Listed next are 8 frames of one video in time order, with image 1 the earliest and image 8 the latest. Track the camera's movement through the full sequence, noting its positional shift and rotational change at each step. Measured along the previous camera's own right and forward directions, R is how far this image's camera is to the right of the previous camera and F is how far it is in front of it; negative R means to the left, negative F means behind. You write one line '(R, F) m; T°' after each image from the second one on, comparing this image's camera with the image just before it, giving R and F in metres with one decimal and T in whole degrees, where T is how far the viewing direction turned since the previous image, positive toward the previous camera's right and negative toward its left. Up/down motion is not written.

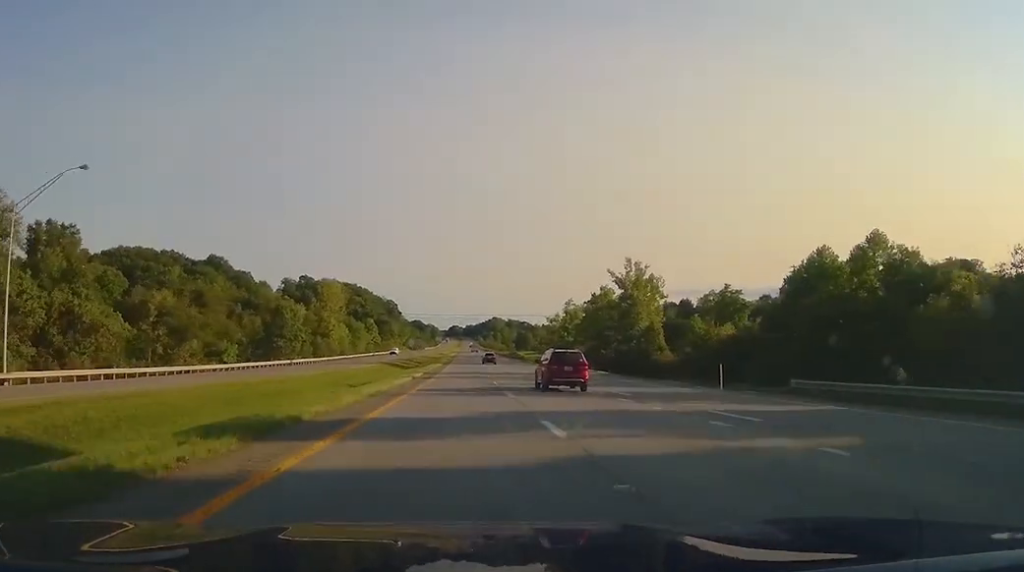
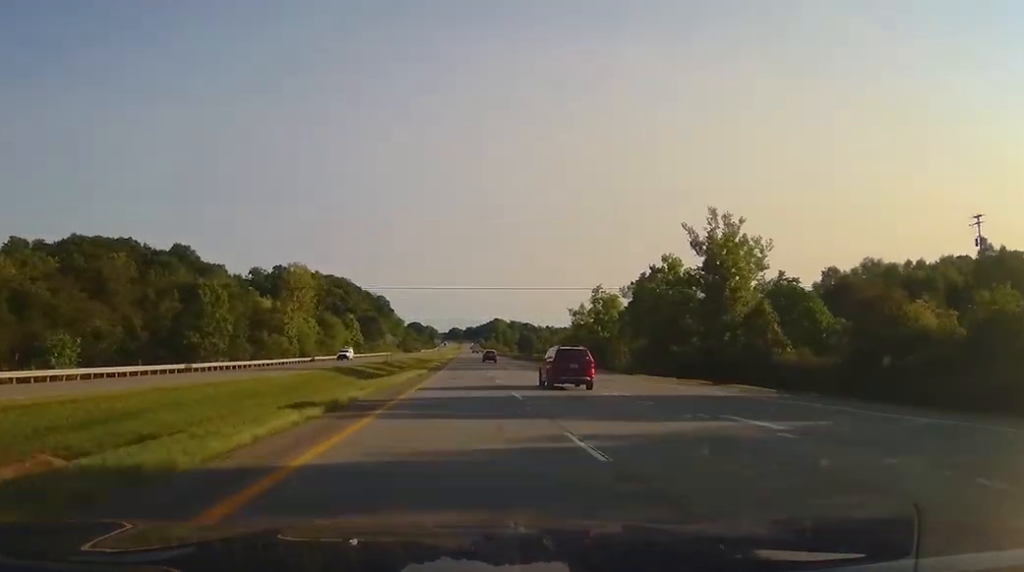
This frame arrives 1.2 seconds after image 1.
(-0.2, +39.5) m; -1°
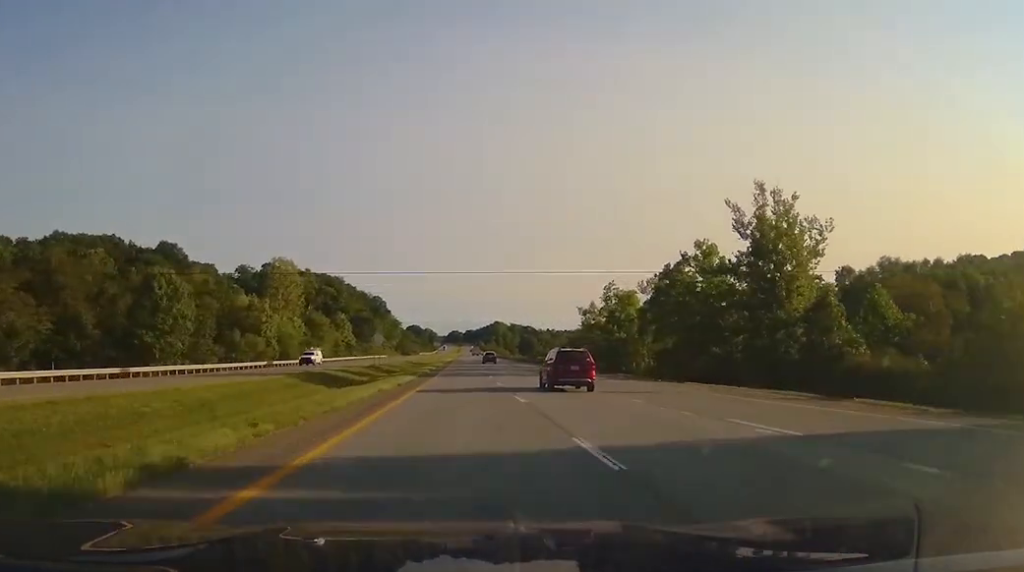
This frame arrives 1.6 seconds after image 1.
(0.0, +12.8) m; 0°
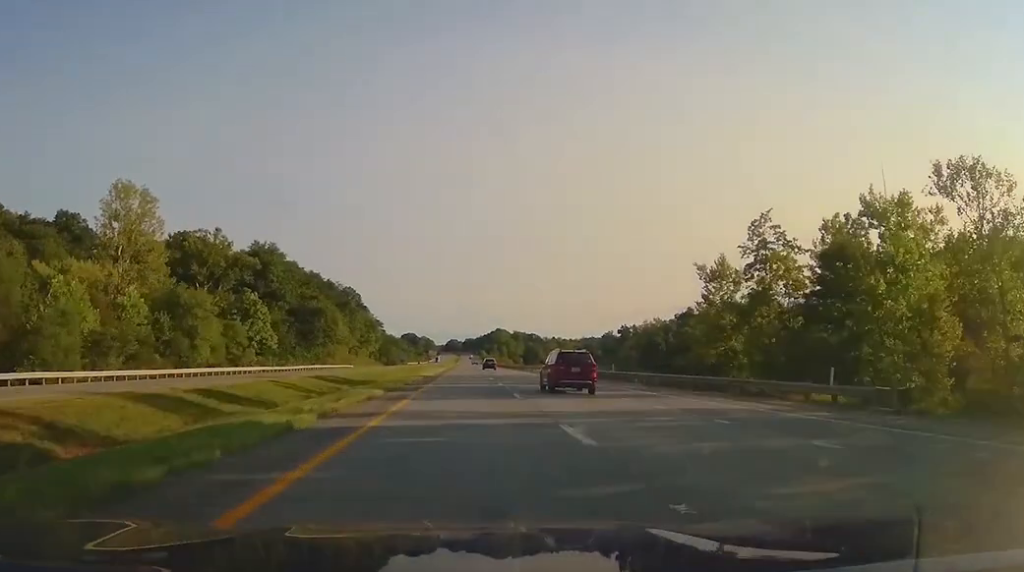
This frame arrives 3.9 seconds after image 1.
(+0.3, +71.9) m; +1°
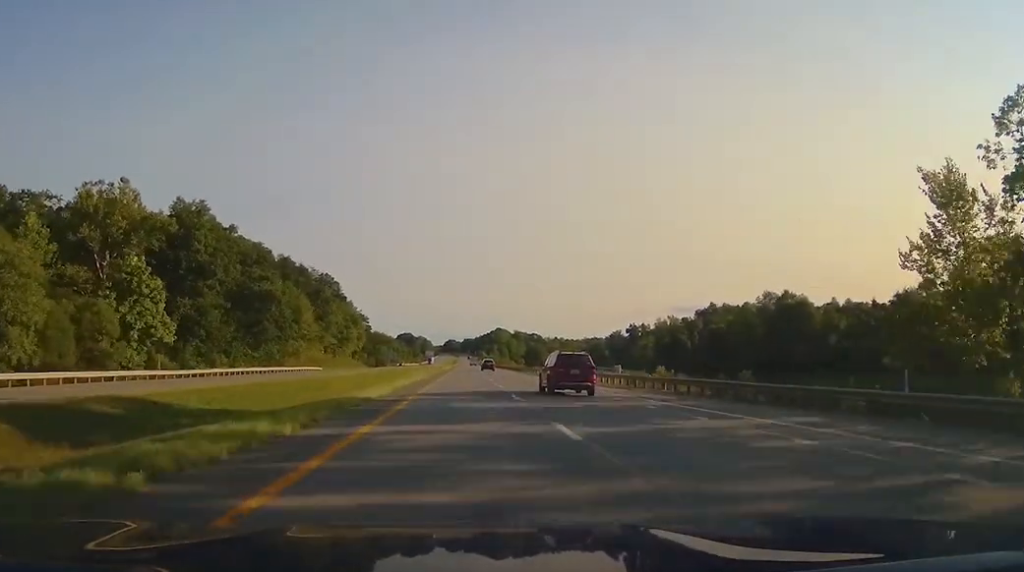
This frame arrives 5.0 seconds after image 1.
(+0.2, +36.5) m; 0°
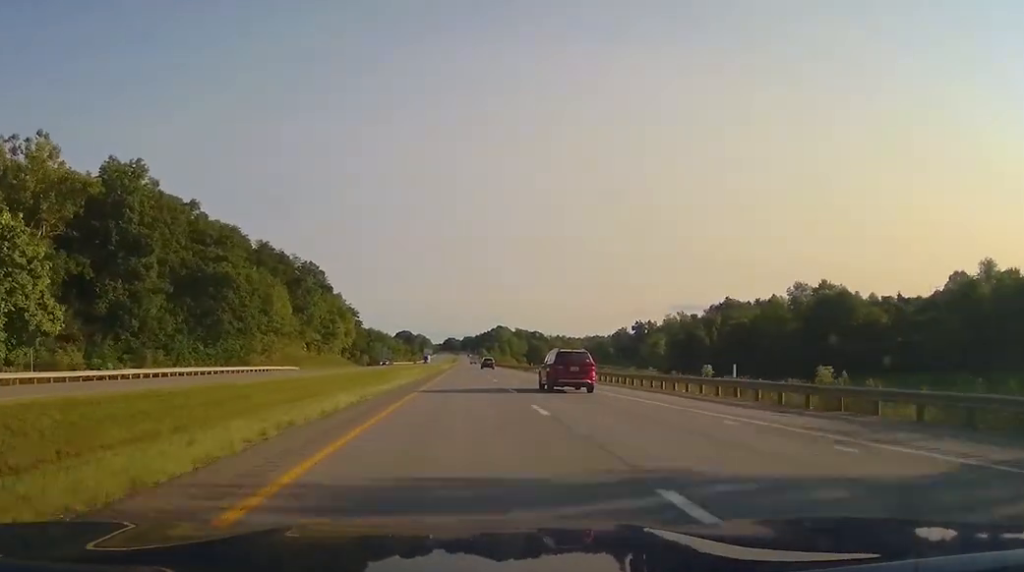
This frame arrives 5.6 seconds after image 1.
(0.0, +20.3) m; 0°
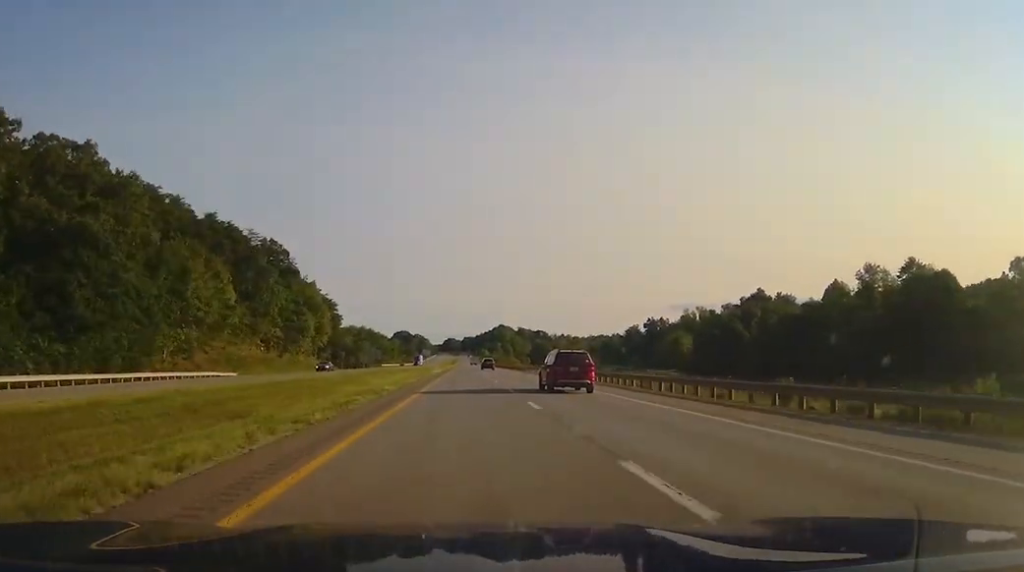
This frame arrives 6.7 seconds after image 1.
(-0.1, +35.1) m; 0°
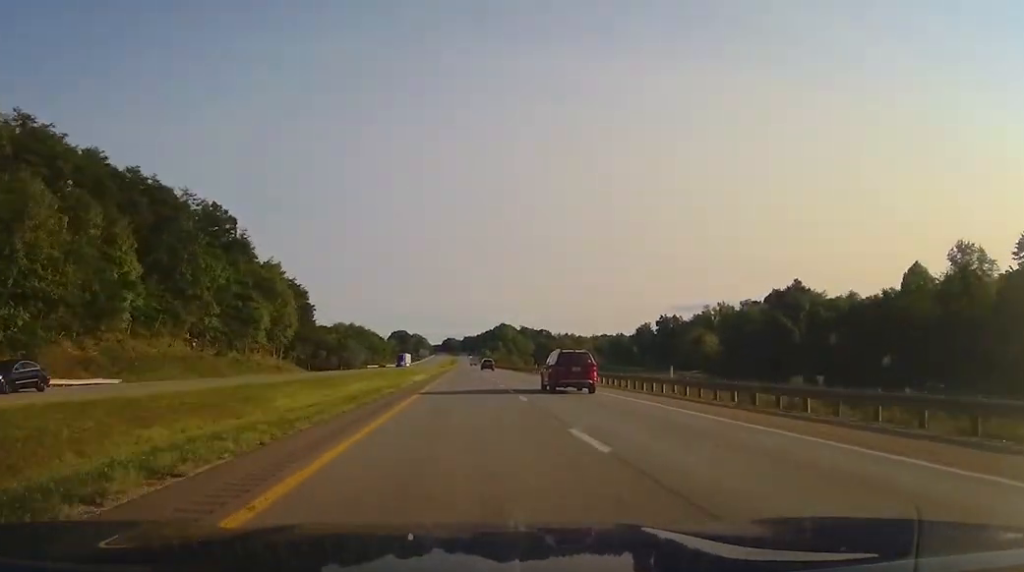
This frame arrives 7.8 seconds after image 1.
(0.0, +33.0) m; 0°
